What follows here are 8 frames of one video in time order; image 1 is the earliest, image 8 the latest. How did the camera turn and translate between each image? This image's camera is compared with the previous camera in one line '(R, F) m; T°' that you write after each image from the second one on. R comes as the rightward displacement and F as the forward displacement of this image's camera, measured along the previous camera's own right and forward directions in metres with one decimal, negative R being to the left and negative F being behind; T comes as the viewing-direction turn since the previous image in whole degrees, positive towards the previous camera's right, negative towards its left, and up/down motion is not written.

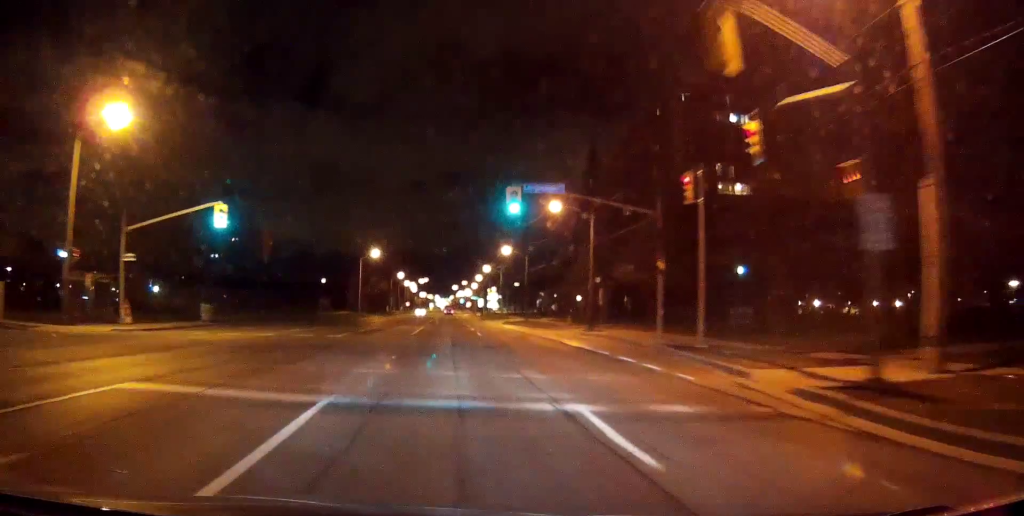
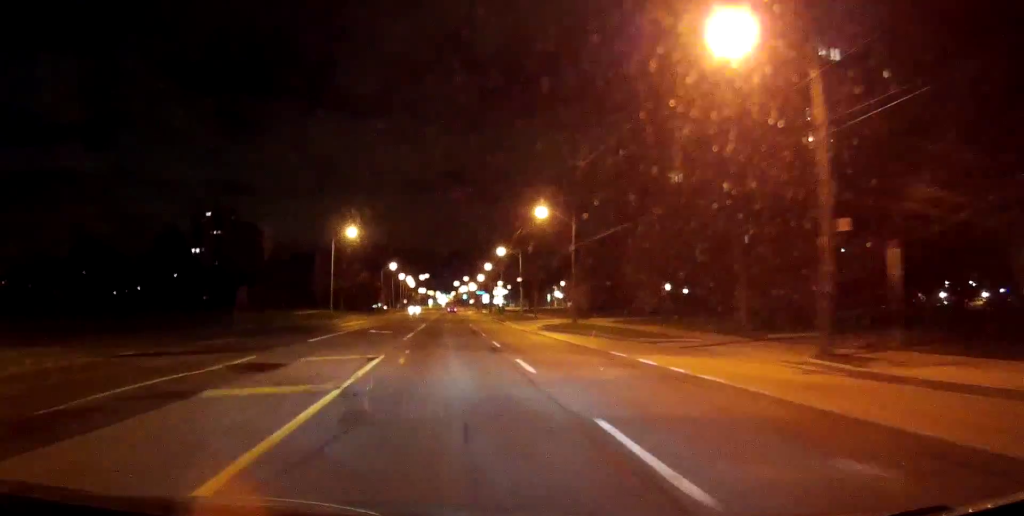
(0.0, +30.6) m; 0°
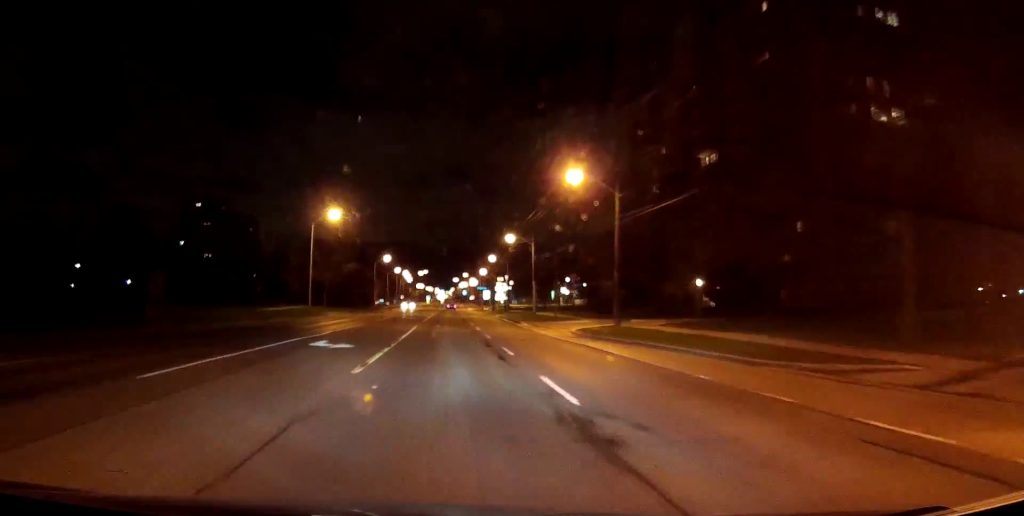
(0.0, +13.8) m; 0°
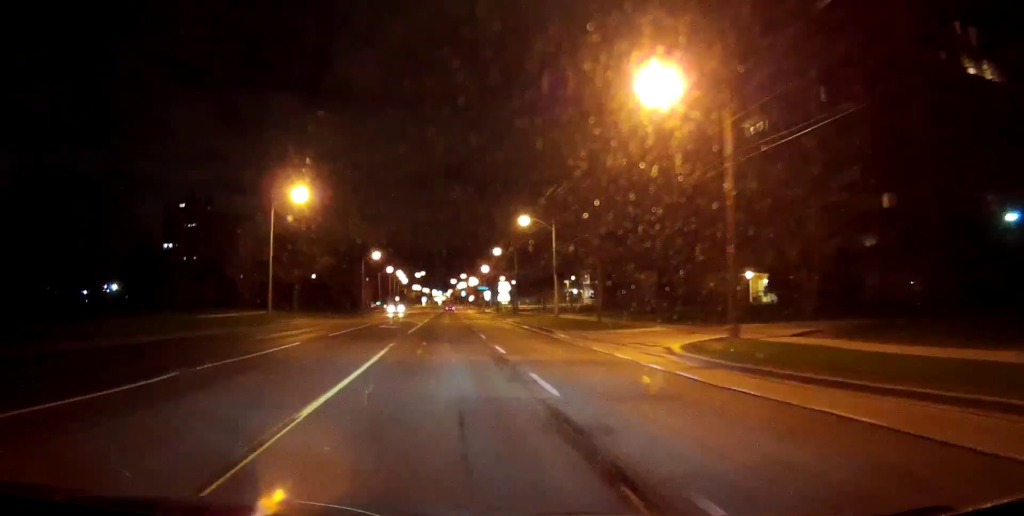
(+0.1, +16.9) m; 0°
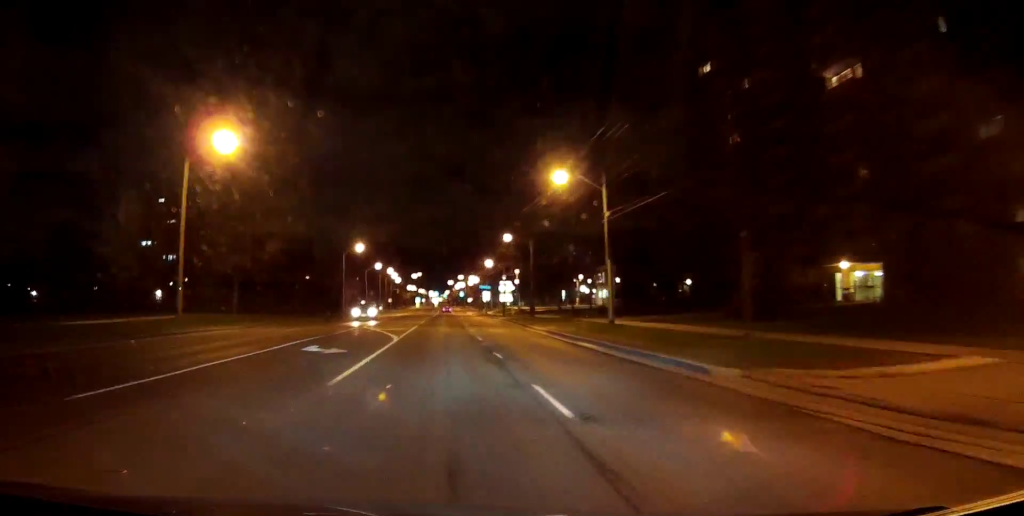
(0.0, +20.8) m; +1°
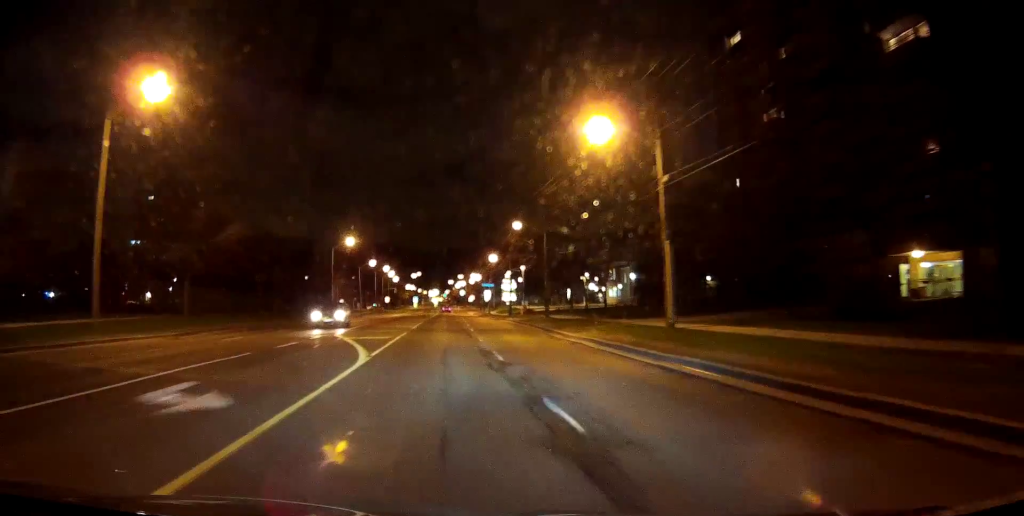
(+0.1, +10.6) m; 0°
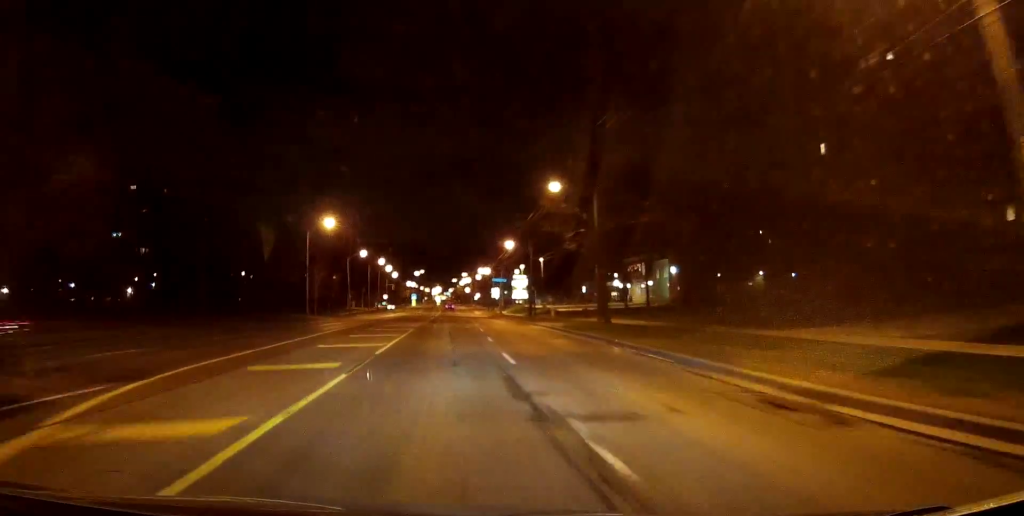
(0.0, +20.2) m; 0°
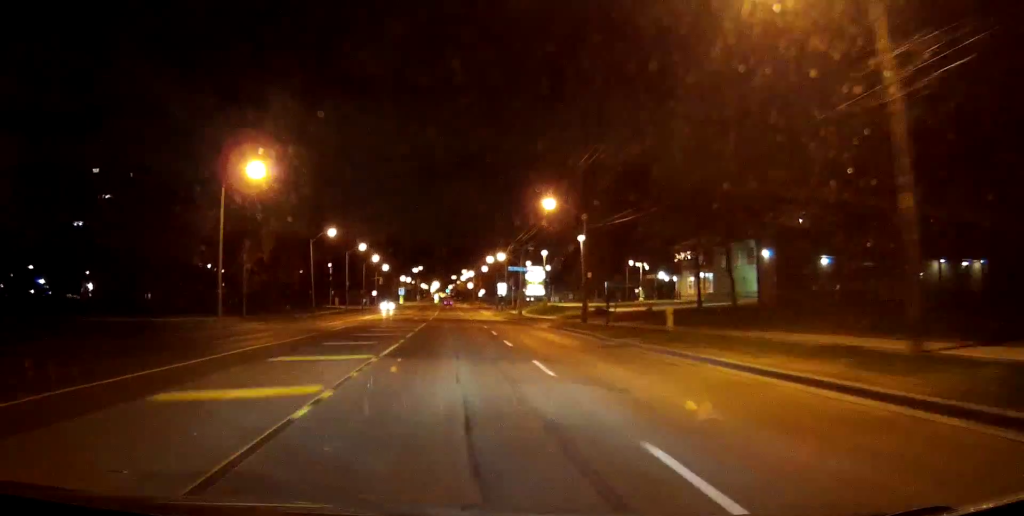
(-0.2, +30.5) m; 0°
